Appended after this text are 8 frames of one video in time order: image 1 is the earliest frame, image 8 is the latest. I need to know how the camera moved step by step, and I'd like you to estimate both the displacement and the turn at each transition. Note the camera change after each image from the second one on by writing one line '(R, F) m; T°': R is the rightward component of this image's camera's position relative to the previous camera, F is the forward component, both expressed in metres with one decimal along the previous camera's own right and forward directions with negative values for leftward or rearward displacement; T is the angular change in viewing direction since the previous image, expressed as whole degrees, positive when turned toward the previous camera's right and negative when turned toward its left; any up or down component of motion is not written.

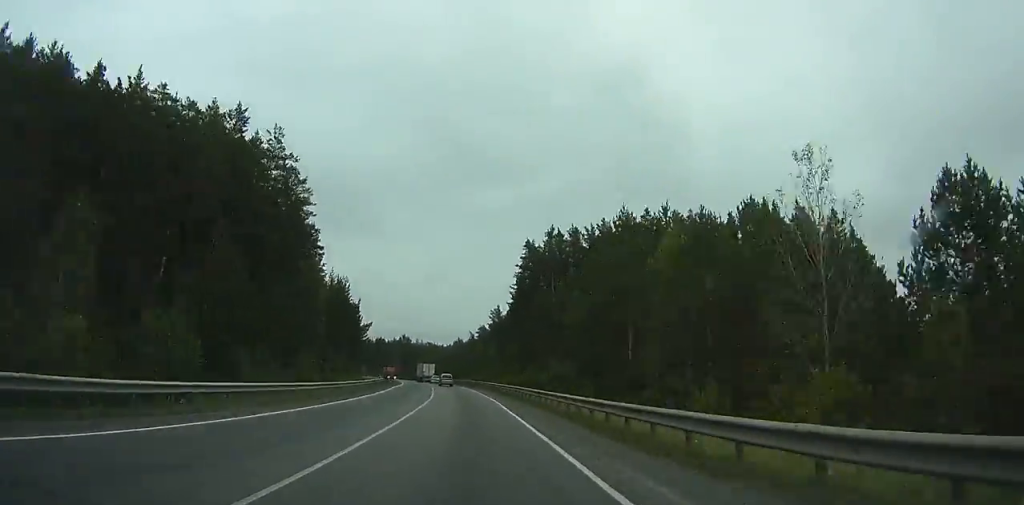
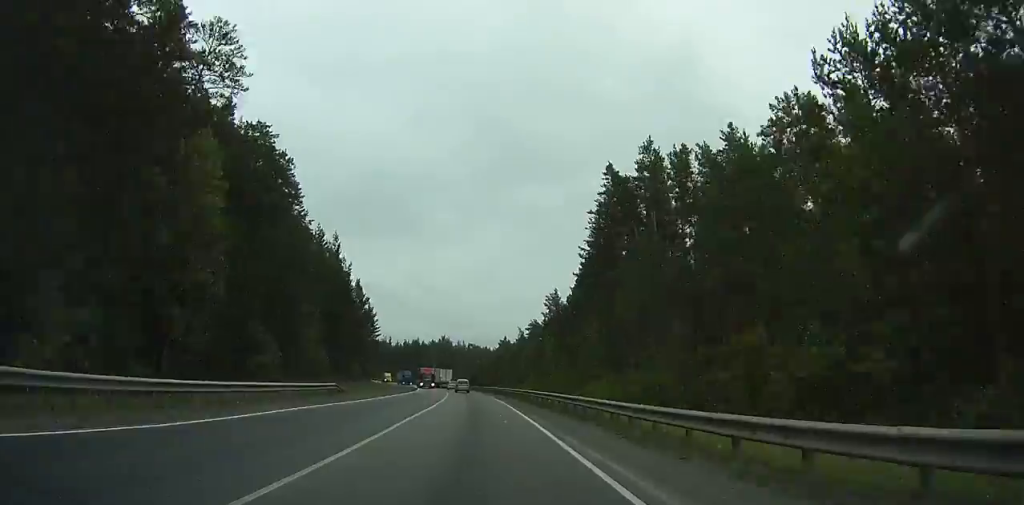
(-3.3, +38.3) m; -5°
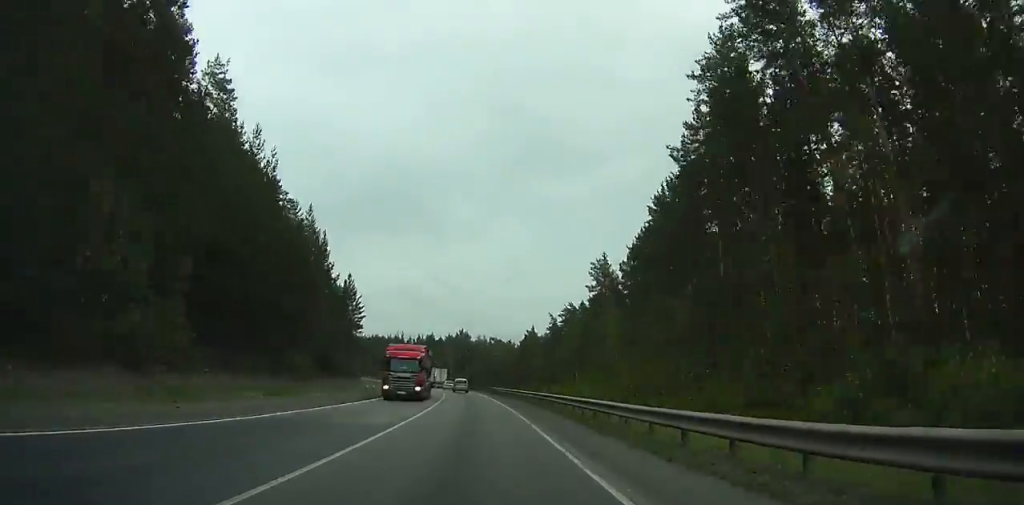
(-1.3, +31.8) m; -3°
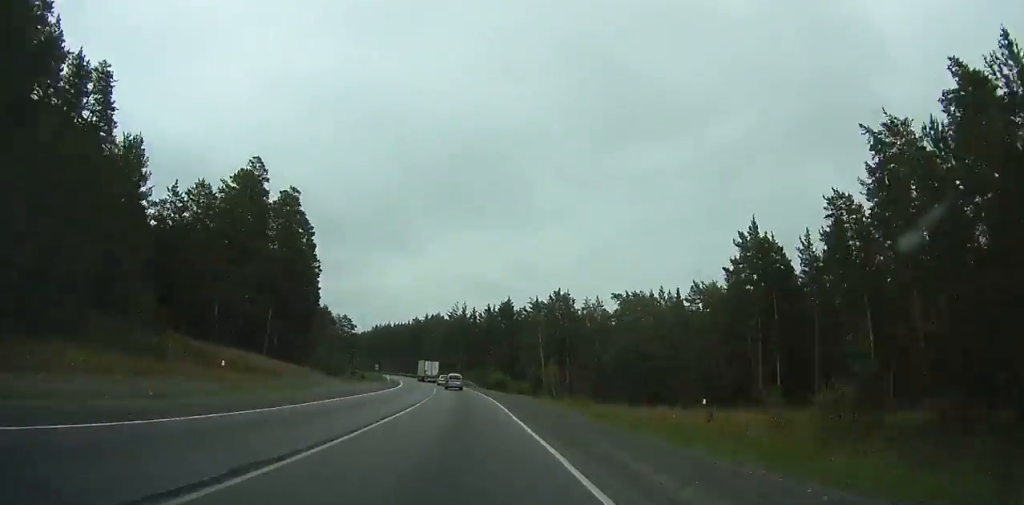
(-6.9, +99.5) m; -9°
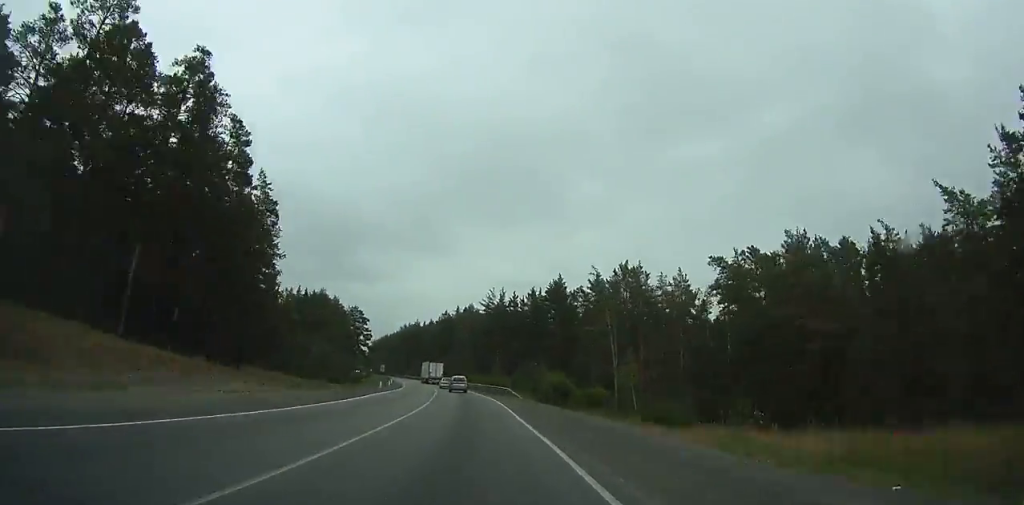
(-1.3, +35.4) m; -3°
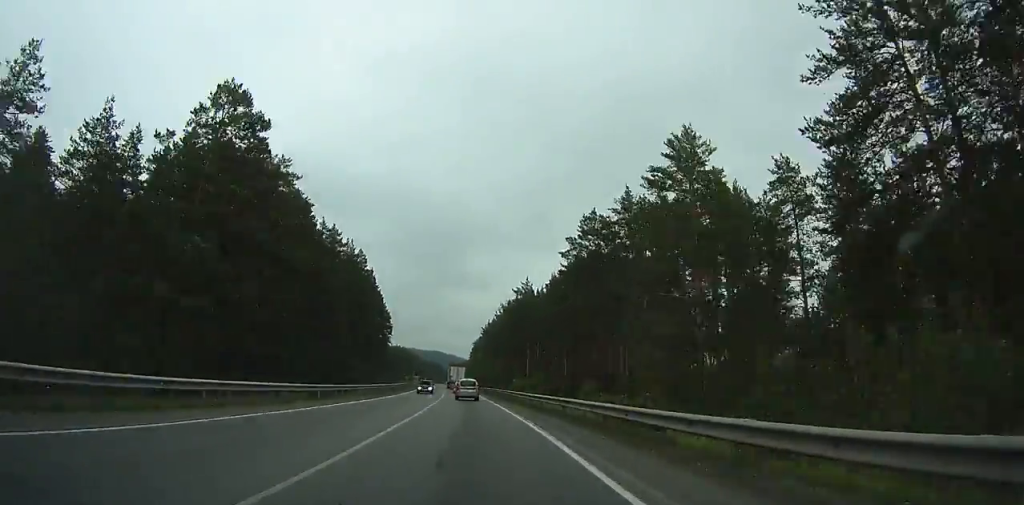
(-12.8, +117.5) m; -12°
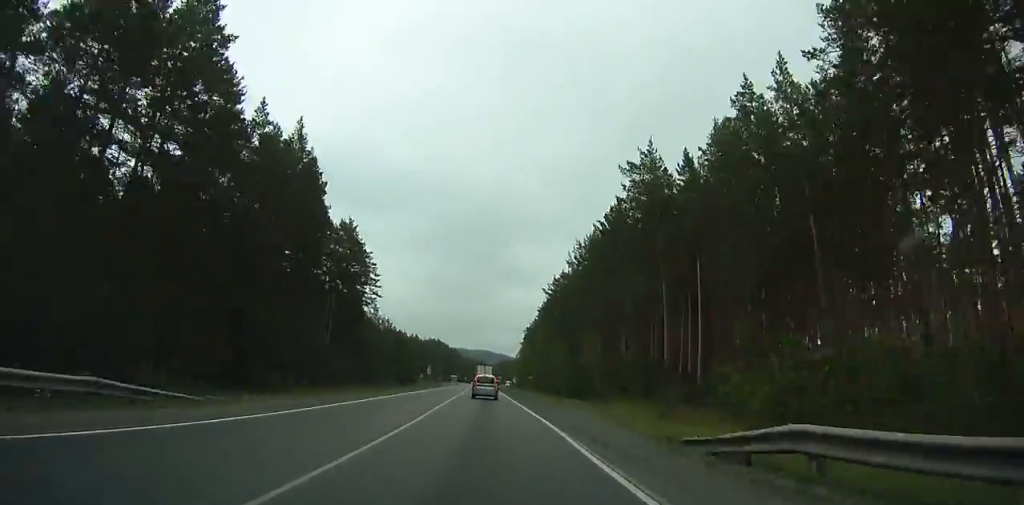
(-3.6, +71.8) m; -5°
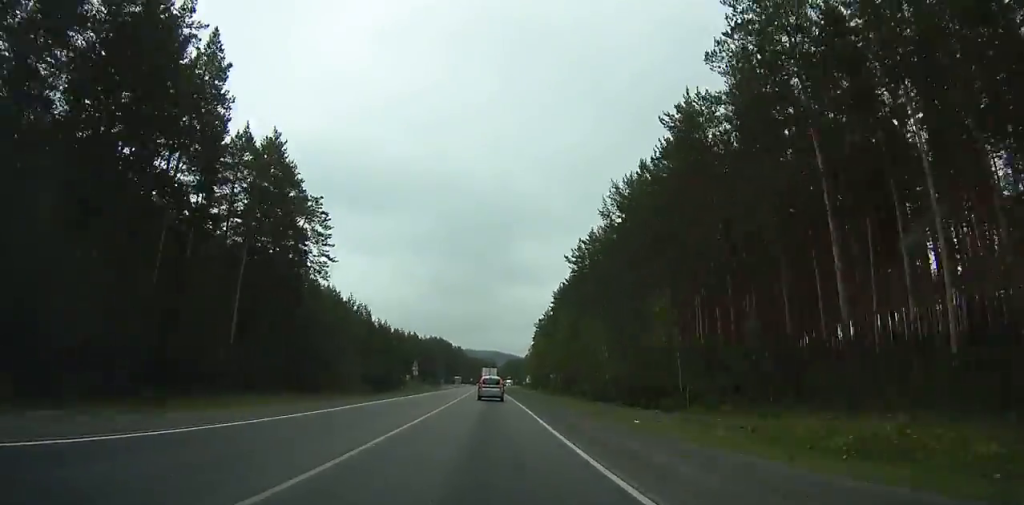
(-0.4, +26.7) m; -1°
